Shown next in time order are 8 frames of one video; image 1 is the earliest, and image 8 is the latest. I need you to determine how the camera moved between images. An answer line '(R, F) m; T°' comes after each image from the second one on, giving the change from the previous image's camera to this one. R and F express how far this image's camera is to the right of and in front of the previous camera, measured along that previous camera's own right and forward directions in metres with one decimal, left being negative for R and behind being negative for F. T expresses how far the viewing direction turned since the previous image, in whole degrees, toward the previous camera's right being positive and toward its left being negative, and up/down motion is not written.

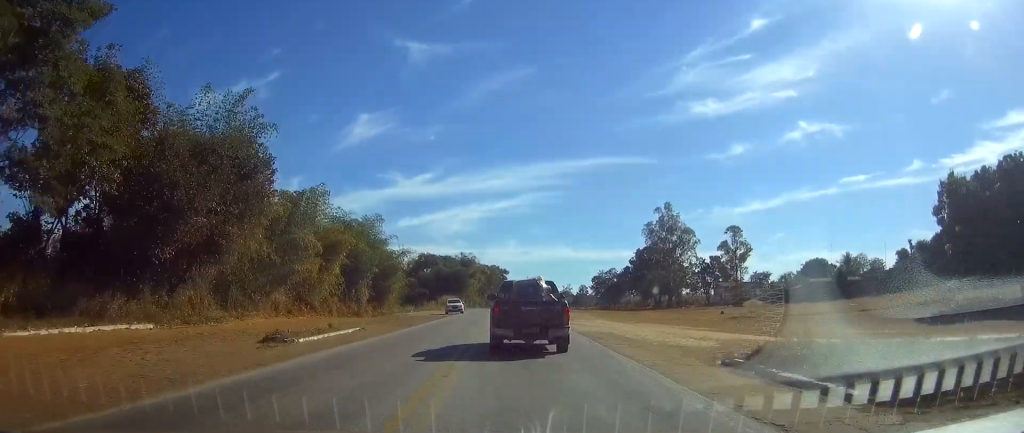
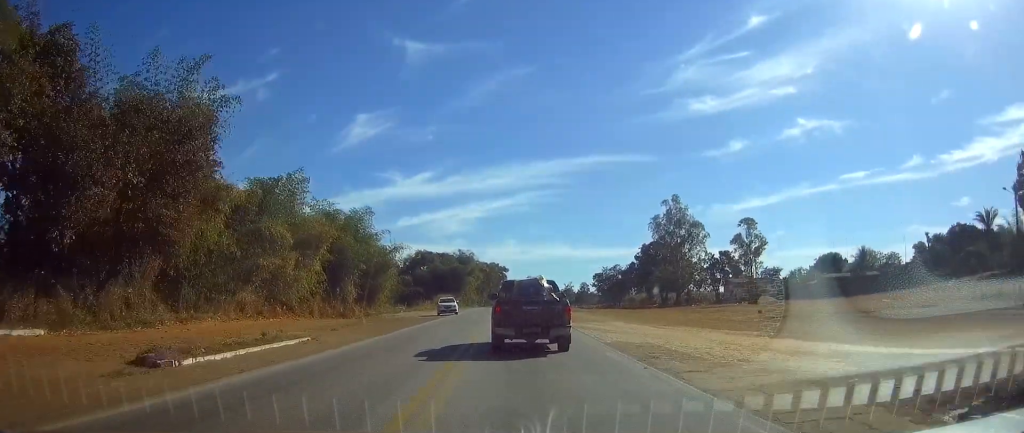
(0.0, +8.2) m; 0°
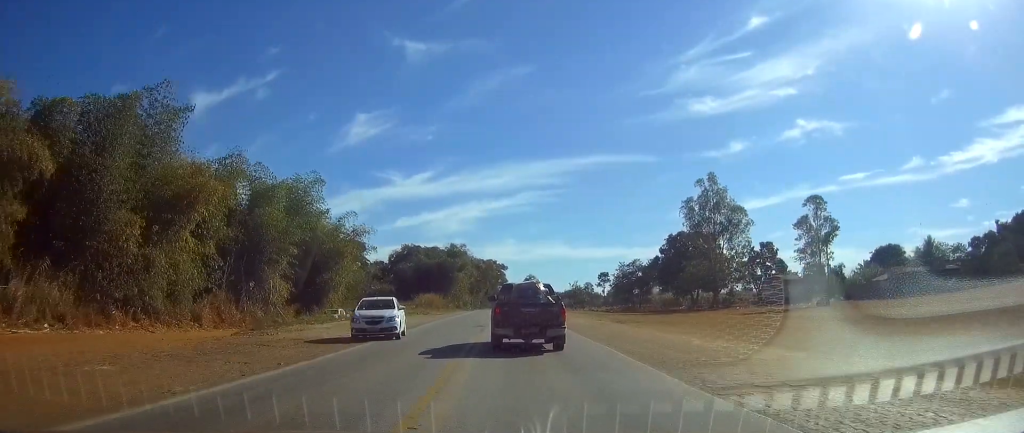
(0.0, +28.0) m; 0°
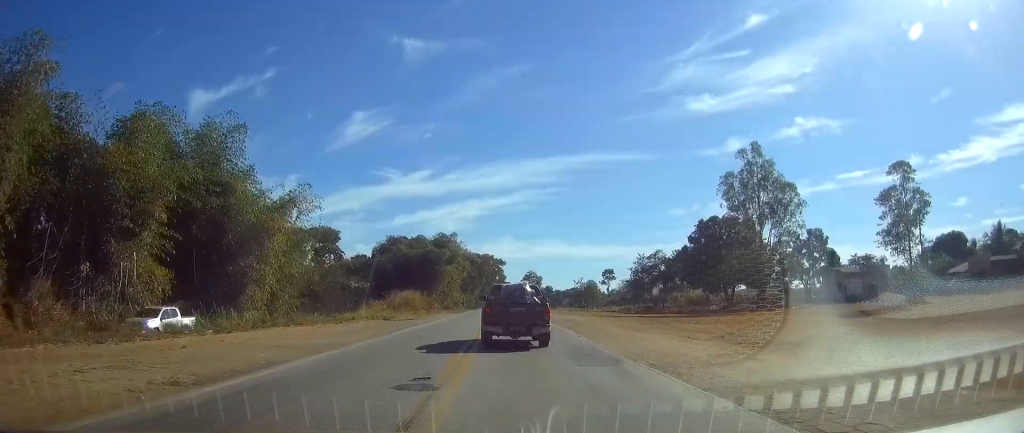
(-0.1, +23.7) m; 0°
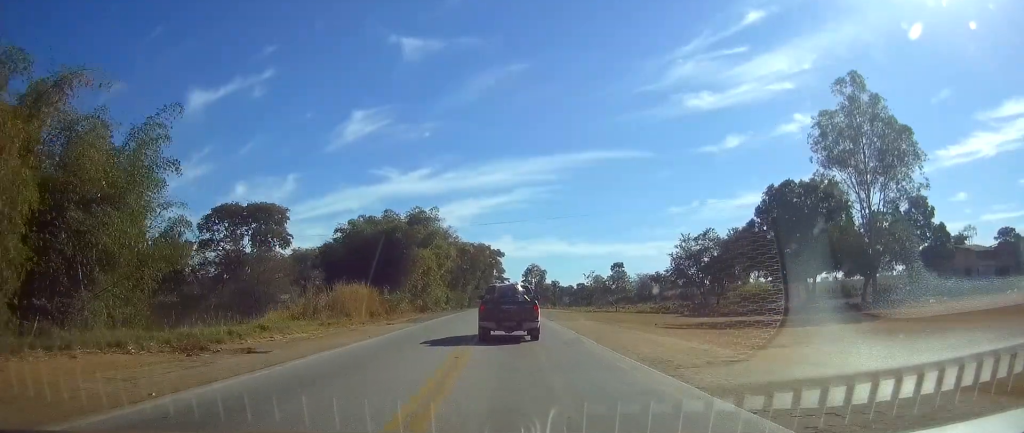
(+0.1, +32.8) m; 0°
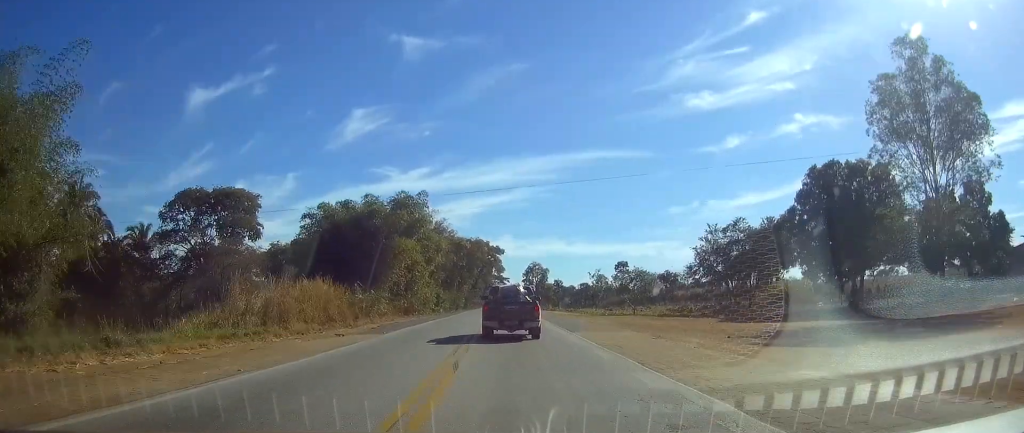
(0.0, +13.2) m; 0°
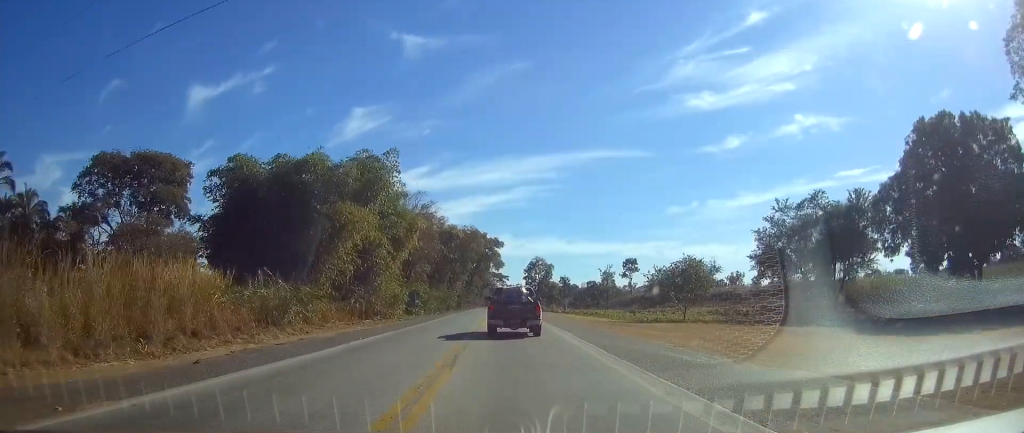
(0.0, +21.9) m; 0°
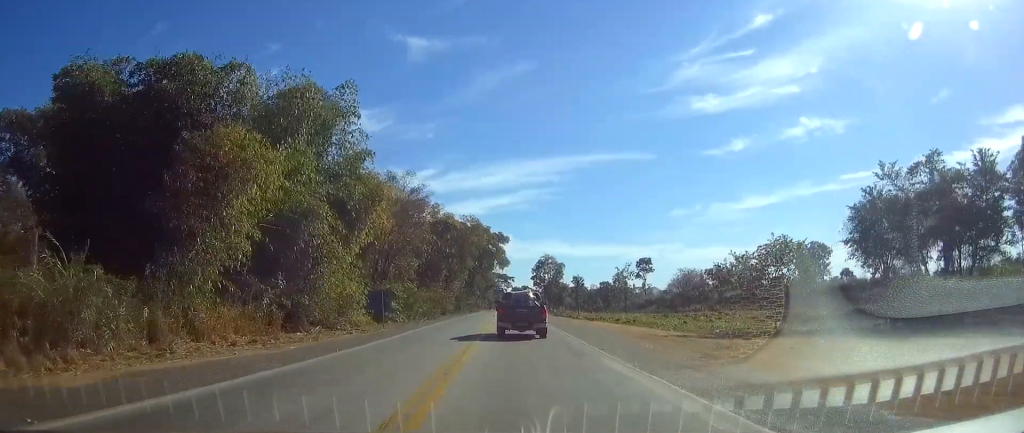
(0.0, +19.1) m; 0°
